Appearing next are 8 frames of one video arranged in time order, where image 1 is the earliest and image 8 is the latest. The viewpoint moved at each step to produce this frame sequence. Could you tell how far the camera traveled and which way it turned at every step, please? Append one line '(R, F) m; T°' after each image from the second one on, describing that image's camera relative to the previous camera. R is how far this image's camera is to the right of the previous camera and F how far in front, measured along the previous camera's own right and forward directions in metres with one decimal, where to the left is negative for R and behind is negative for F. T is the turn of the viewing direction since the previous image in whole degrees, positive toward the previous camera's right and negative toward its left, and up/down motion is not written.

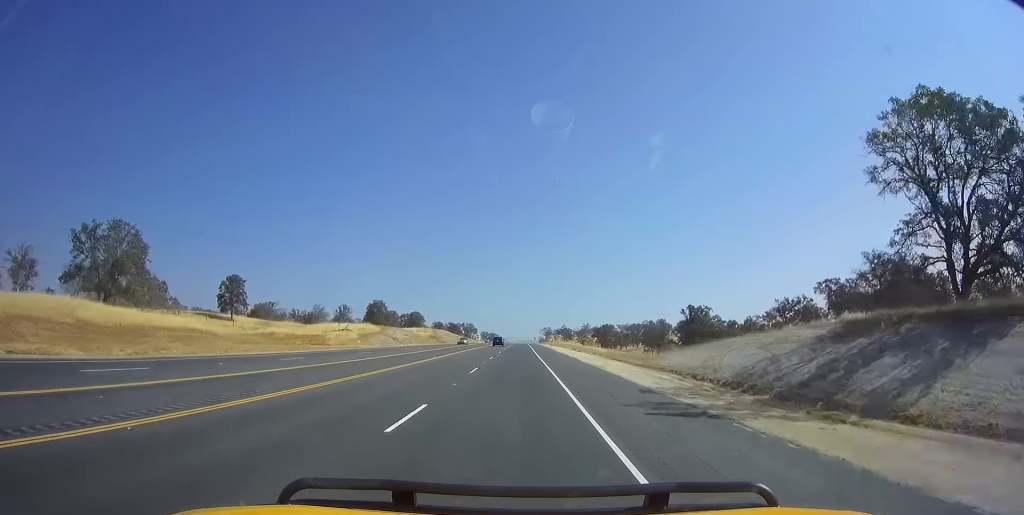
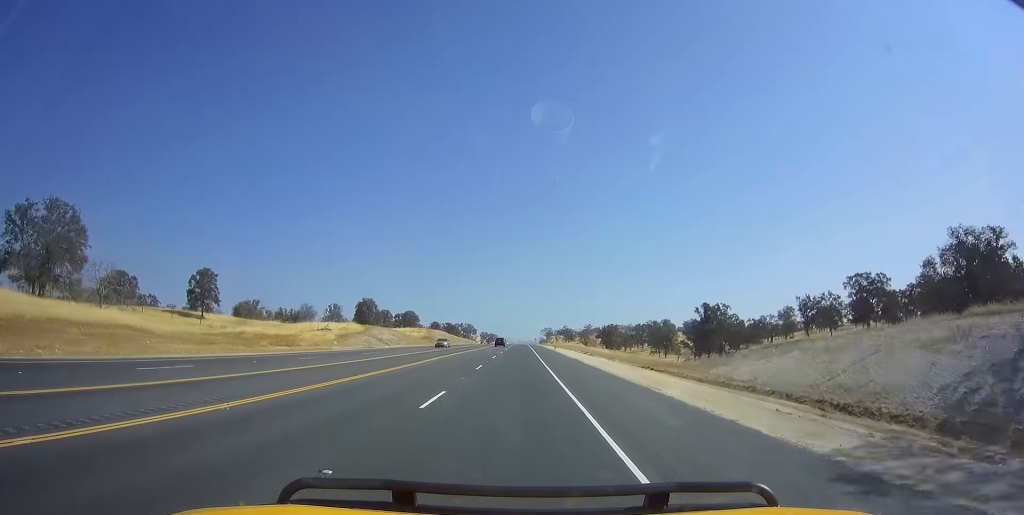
(+0.1, +11.5) m; 0°
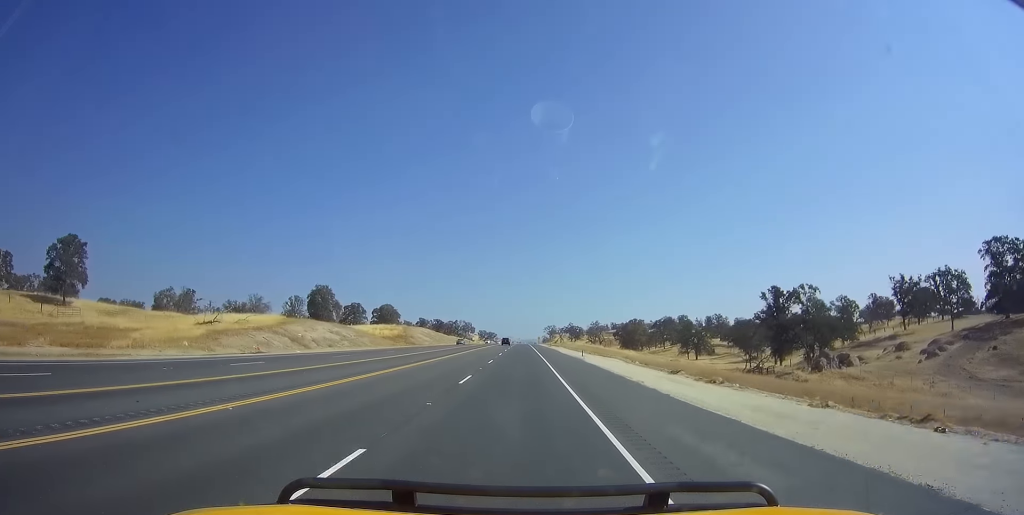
(-1.0, +37.2) m; 0°
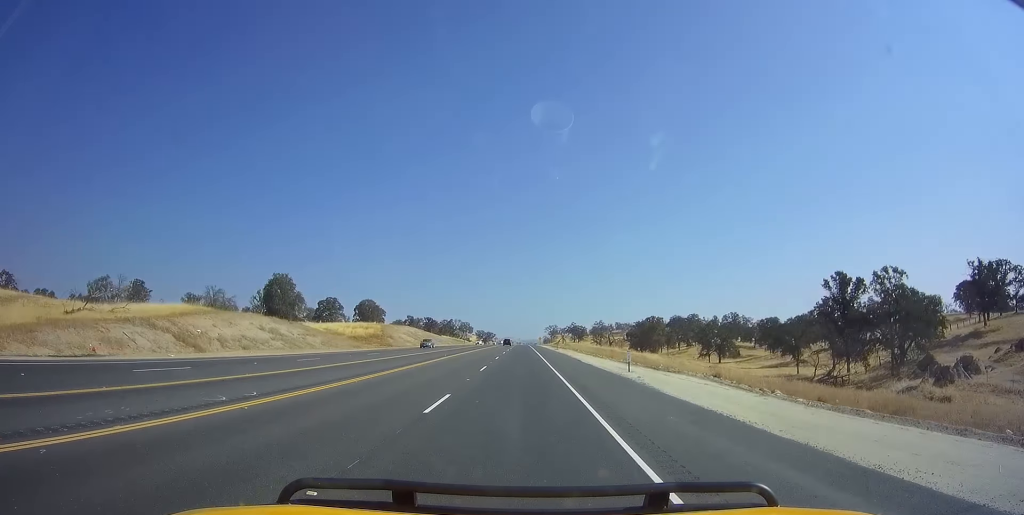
(+0.3, +21.5) m; +1°
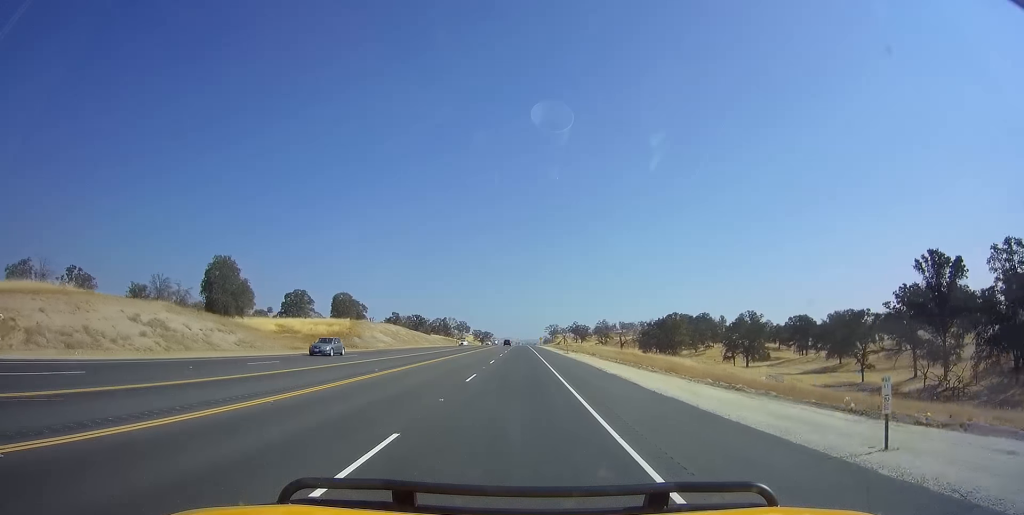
(+0.1, +20.7) m; 0°
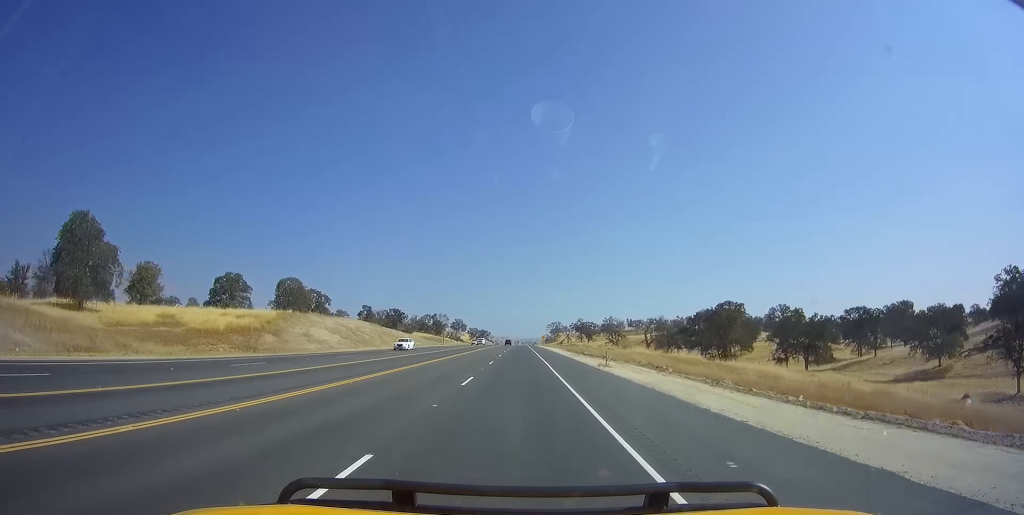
(-0.1, +30.7) m; 0°
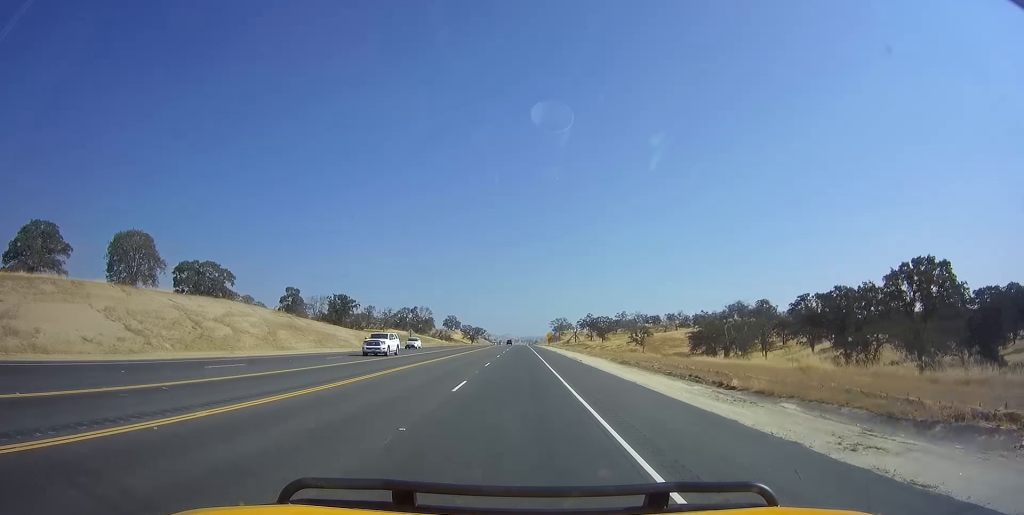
(-0.2, +45.7) m; 0°
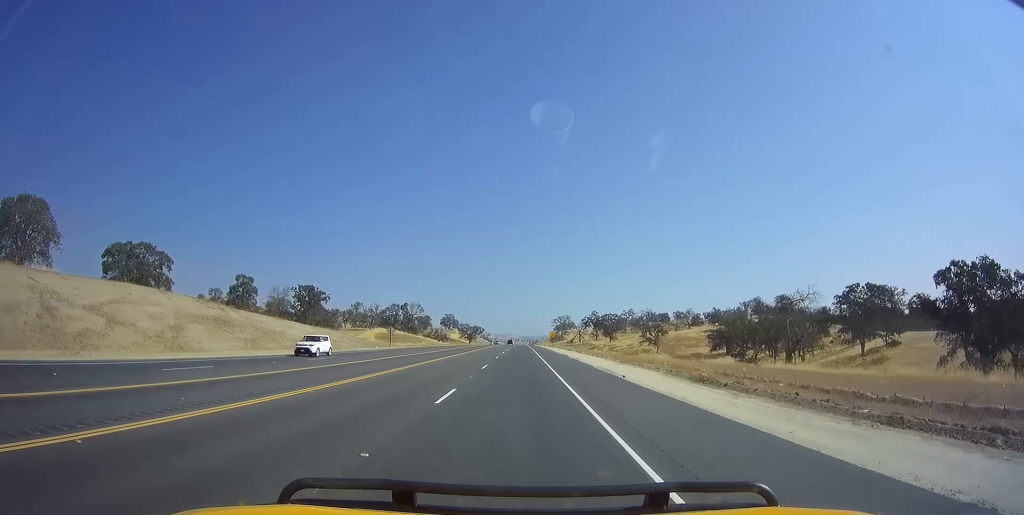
(+0.4, +17.6) m; 0°
